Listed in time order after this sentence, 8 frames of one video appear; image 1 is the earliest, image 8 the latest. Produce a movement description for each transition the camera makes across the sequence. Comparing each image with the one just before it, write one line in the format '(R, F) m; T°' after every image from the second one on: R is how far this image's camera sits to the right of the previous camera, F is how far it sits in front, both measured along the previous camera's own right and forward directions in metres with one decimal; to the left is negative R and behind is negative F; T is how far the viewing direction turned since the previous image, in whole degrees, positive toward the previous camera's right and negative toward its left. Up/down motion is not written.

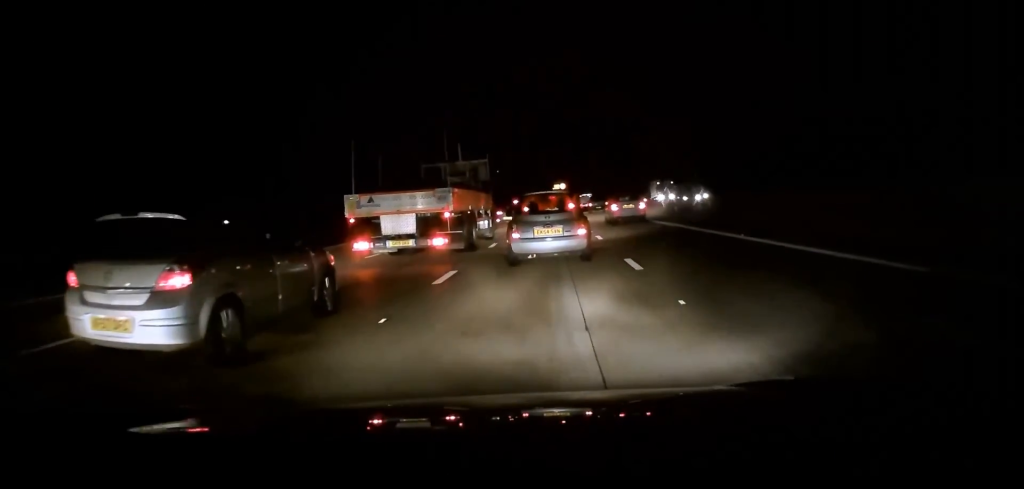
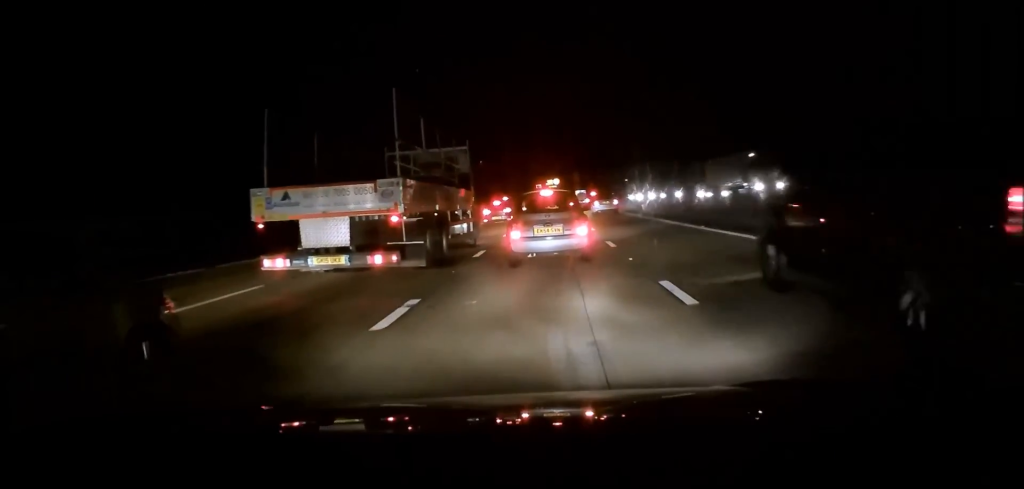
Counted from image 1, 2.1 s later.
(0.0, +13.7) m; 0°
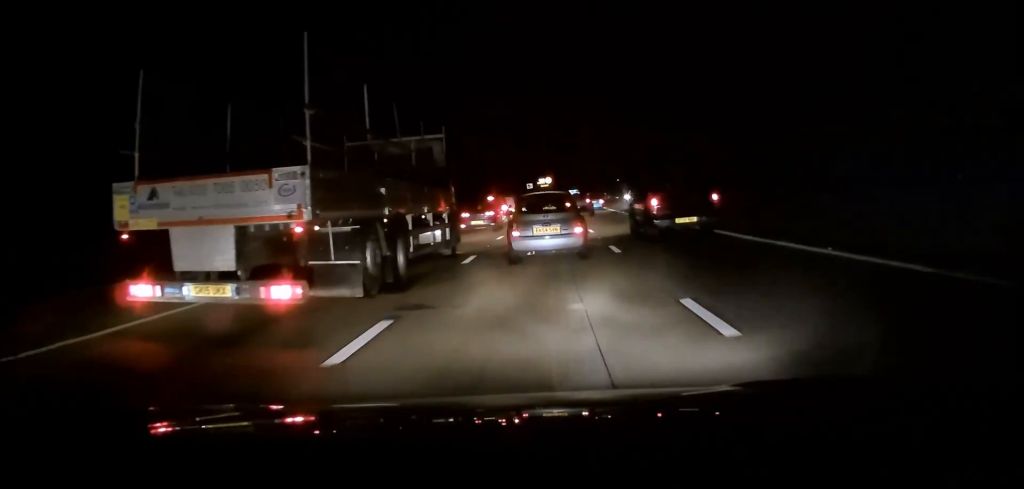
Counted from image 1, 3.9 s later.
(0.0, +11.4) m; -1°
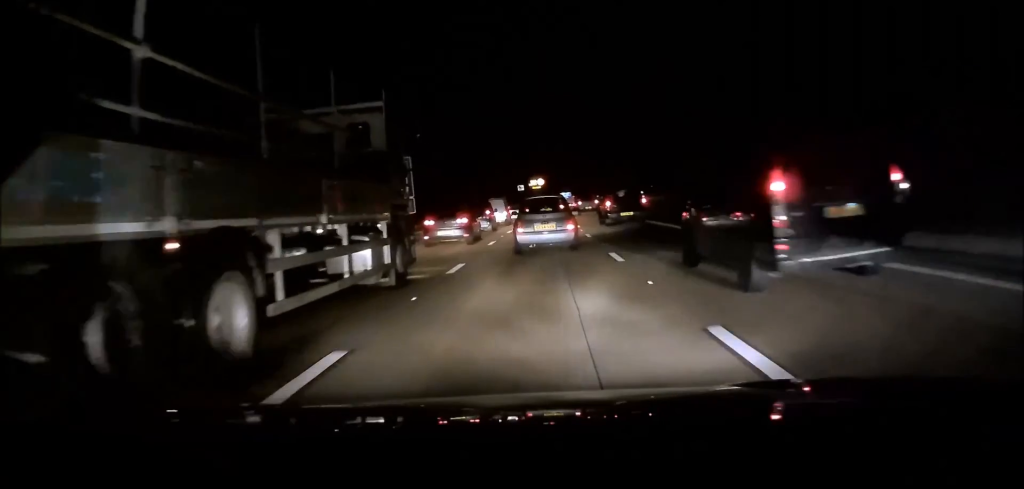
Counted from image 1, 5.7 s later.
(-0.1, +11.2) m; -1°
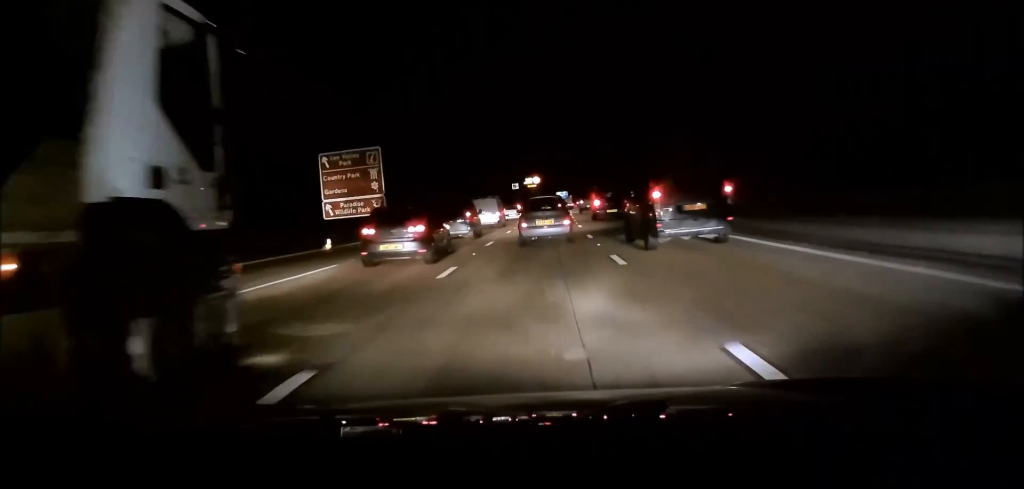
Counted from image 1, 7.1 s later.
(-0.1, +8.6) m; +1°
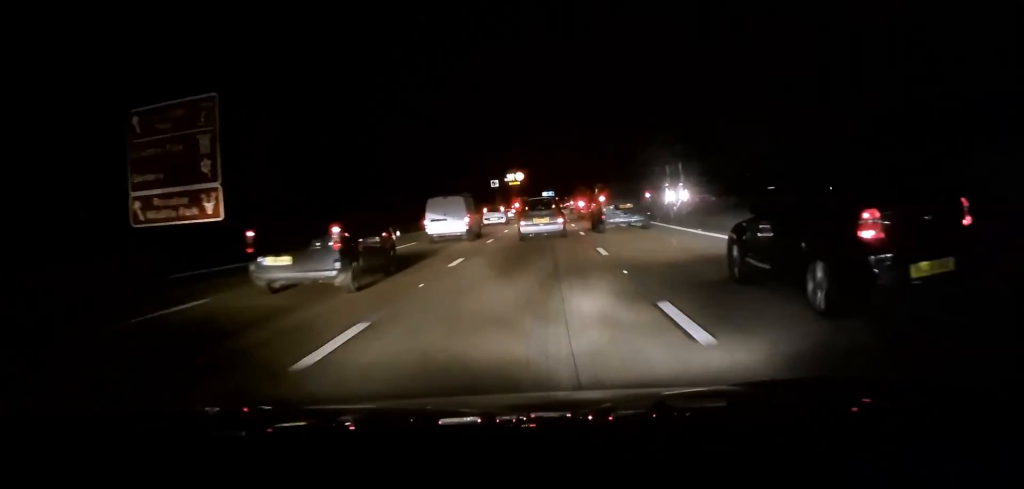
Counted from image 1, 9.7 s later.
(+0.5, +20.2) m; +3°
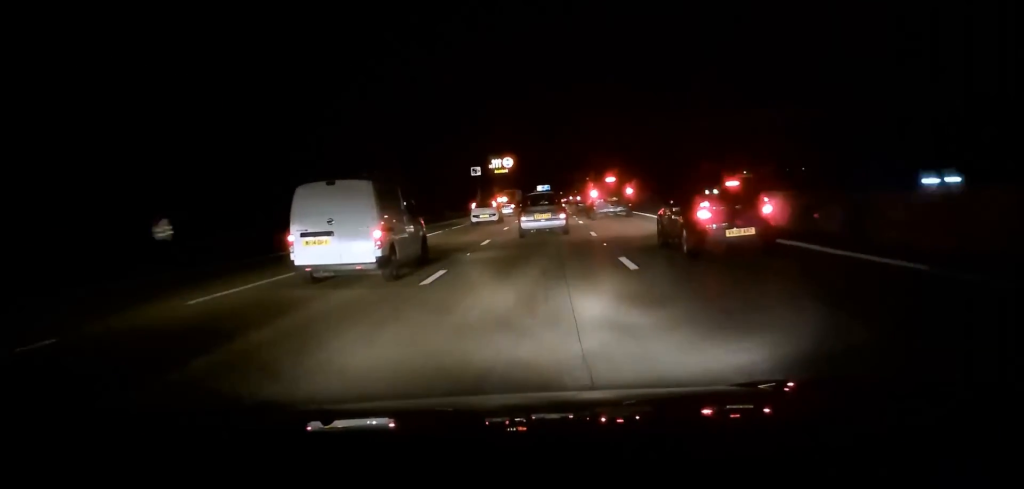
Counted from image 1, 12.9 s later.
(+0.8, +28.7) m; +2°
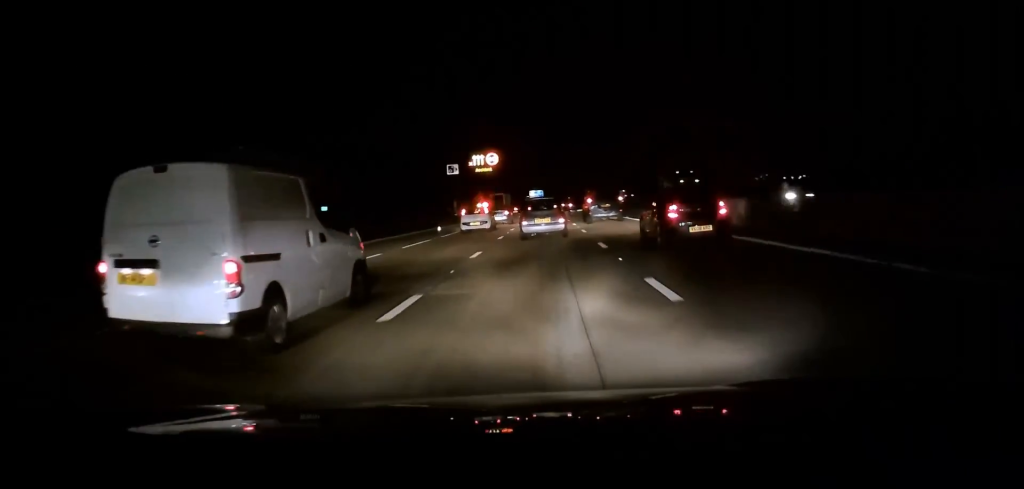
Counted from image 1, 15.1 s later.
(-0.1, +22.6) m; 0°
